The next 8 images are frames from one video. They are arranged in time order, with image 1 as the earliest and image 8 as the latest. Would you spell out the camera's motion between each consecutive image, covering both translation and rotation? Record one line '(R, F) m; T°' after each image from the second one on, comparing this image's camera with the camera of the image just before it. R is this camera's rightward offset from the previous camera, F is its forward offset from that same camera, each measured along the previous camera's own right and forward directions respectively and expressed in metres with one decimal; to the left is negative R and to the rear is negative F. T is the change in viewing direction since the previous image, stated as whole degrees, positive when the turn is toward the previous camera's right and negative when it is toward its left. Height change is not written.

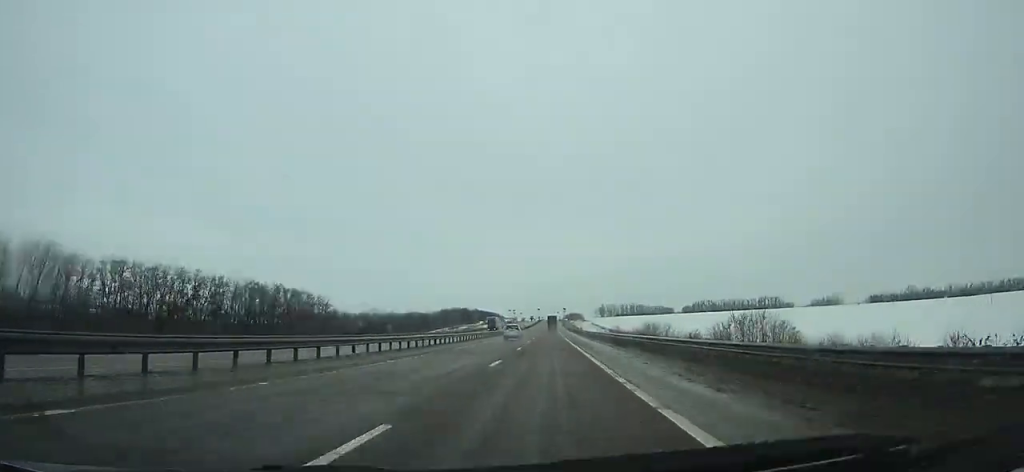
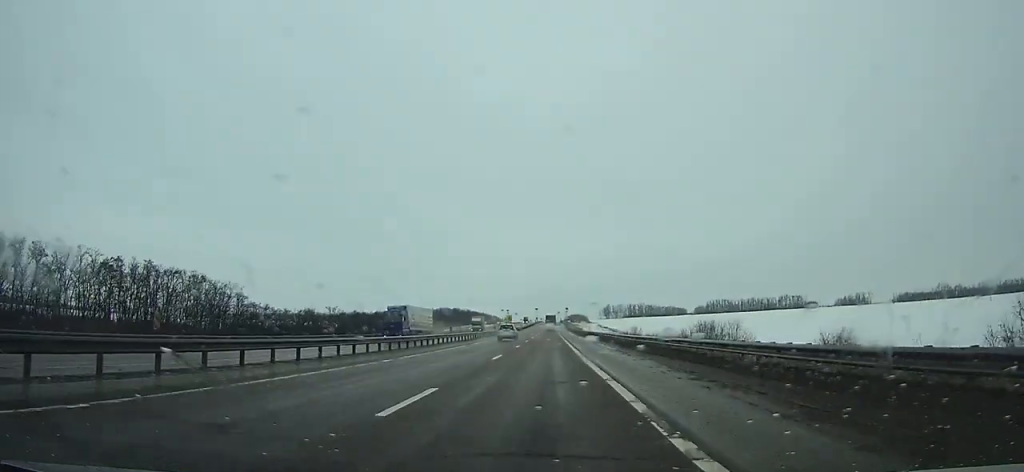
(-0.1, +57.7) m; 0°
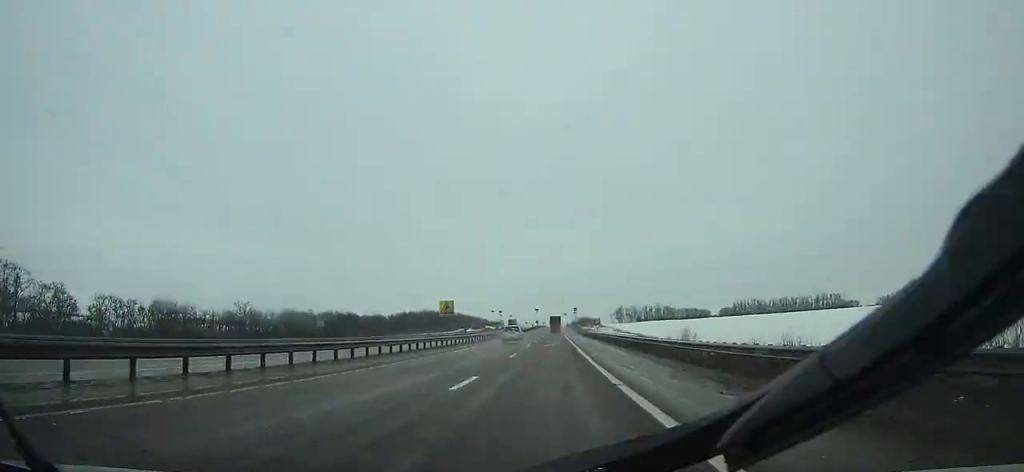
(+0.1, +75.7) m; 0°
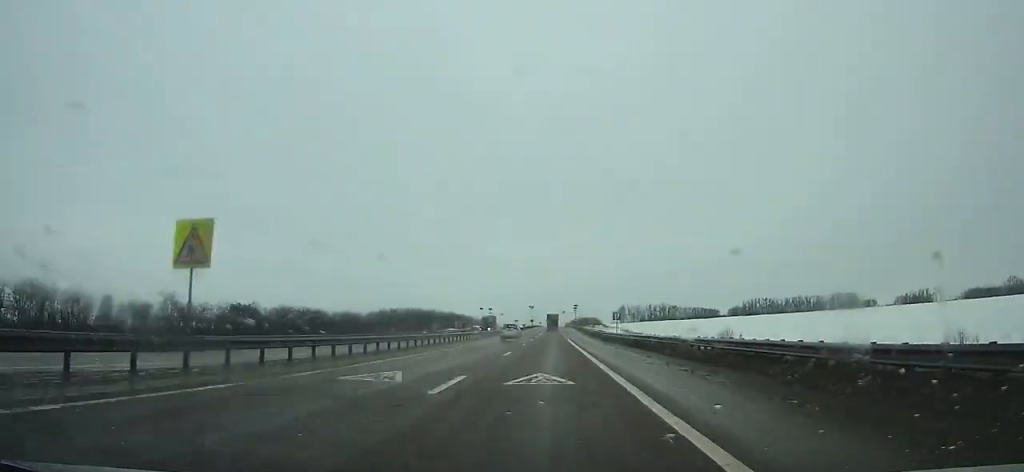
(-0.1, +33.8) m; 0°
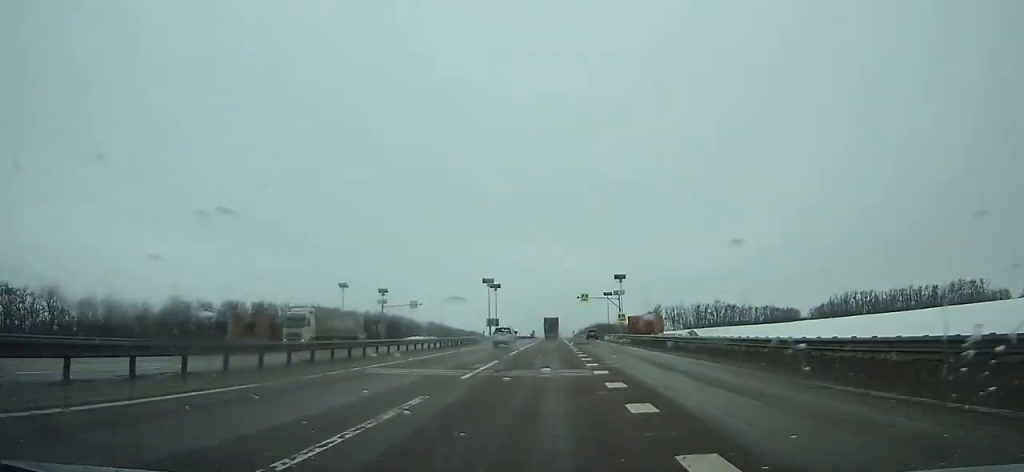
(+0.7, +153.7) m; 0°
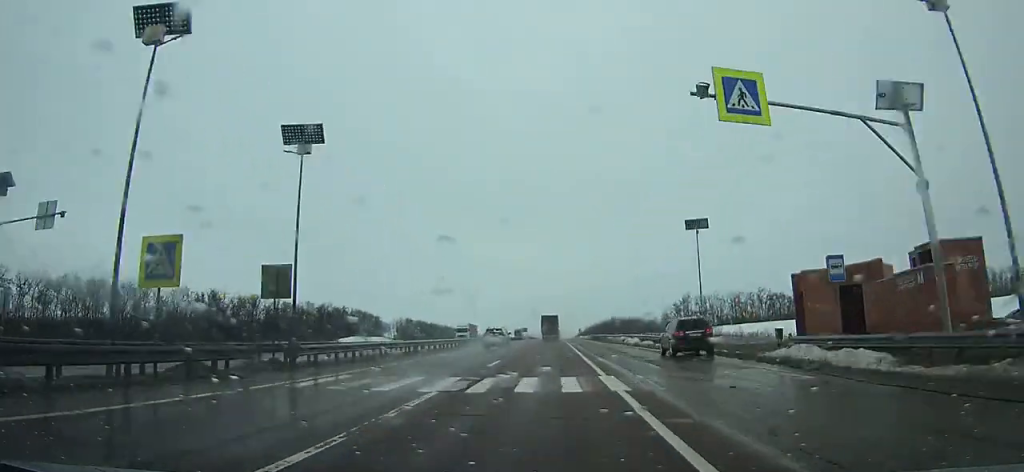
(-0.2, +67.1) m; 0°
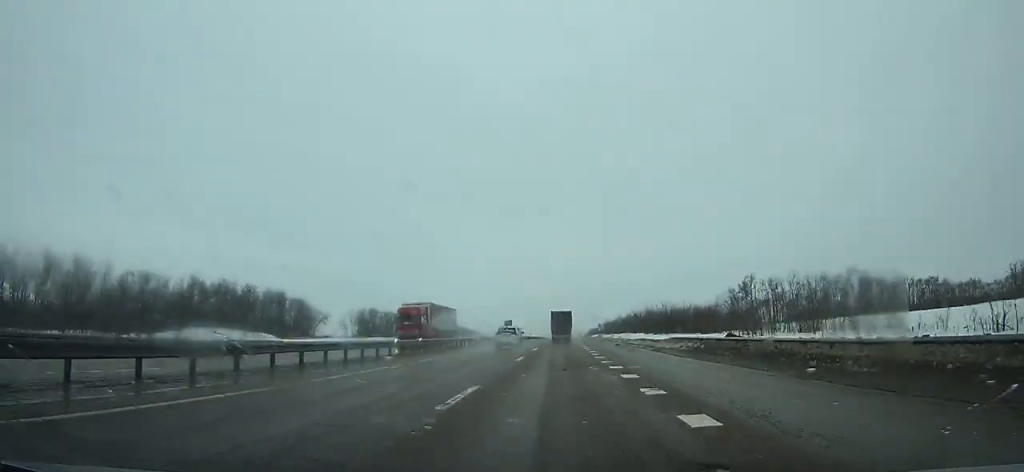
(-0.1, +75.1) m; 0°
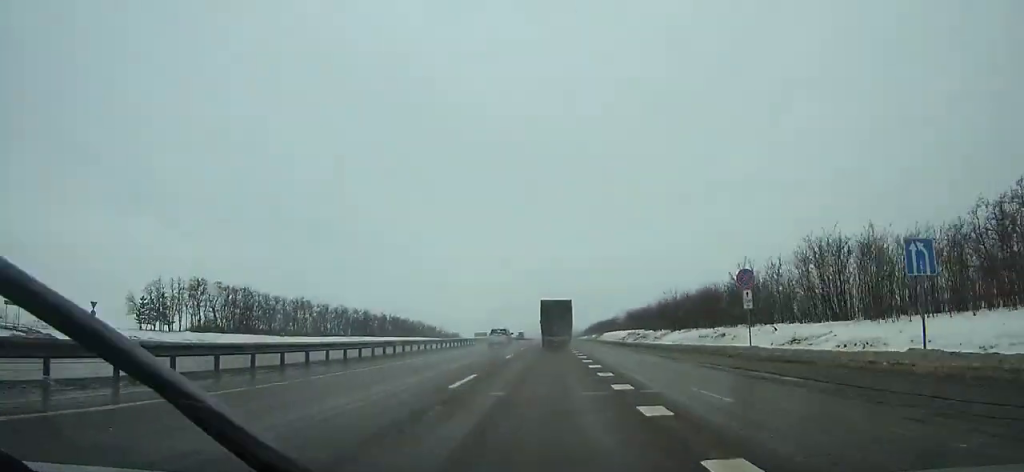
(+0.6, +125.9) m; 0°
